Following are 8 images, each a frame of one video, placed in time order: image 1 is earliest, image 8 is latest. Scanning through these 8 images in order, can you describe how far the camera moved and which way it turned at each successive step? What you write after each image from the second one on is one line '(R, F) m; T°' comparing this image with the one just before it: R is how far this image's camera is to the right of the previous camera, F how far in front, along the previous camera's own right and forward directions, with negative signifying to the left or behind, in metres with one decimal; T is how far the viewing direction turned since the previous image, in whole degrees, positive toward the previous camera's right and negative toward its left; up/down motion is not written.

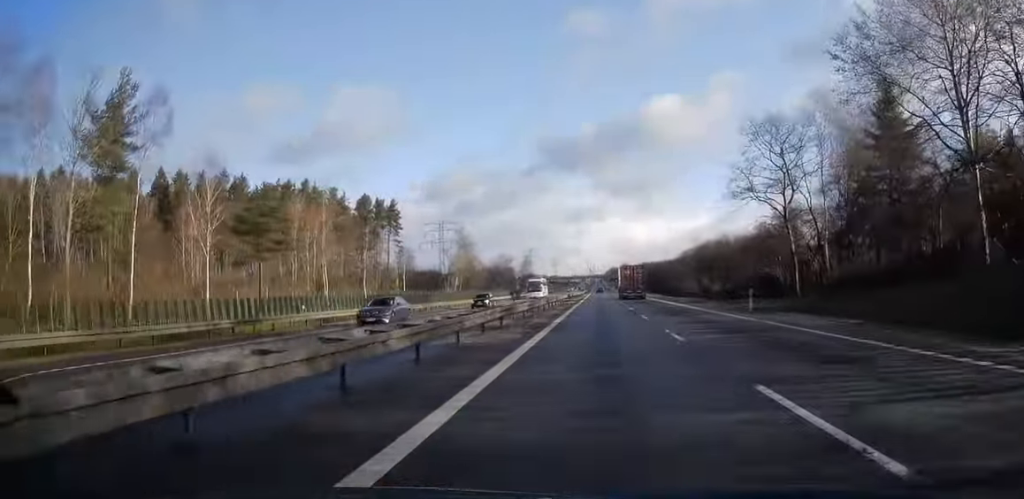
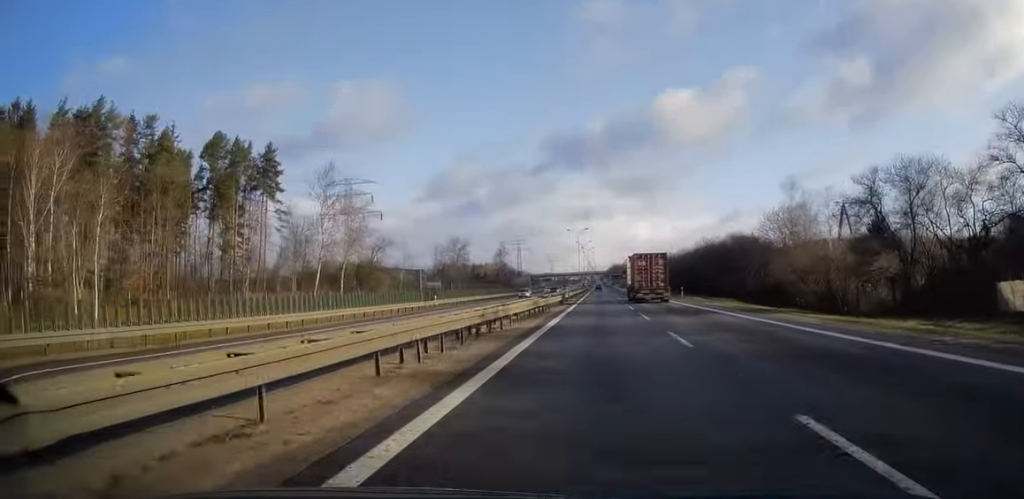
(-0.2, +74.2) m; 0°
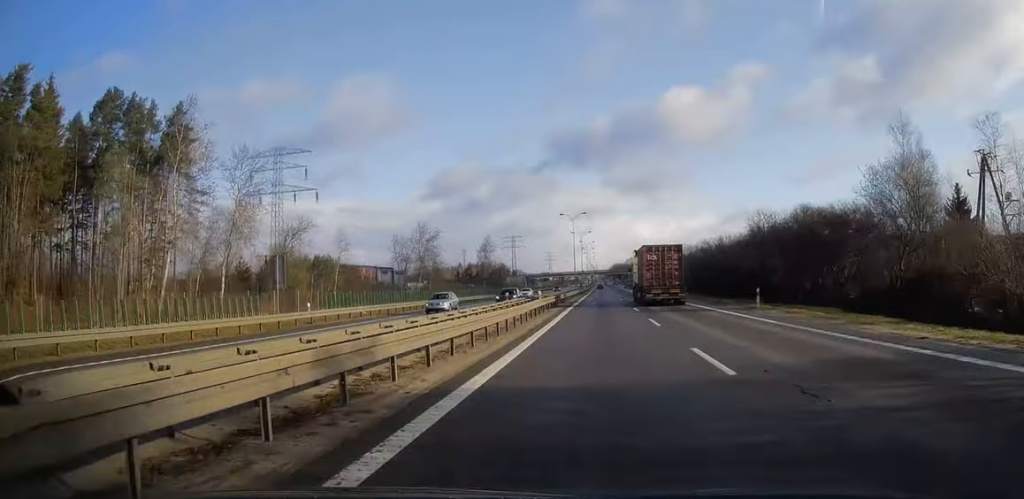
(+0.1, +28.9) m; 0°
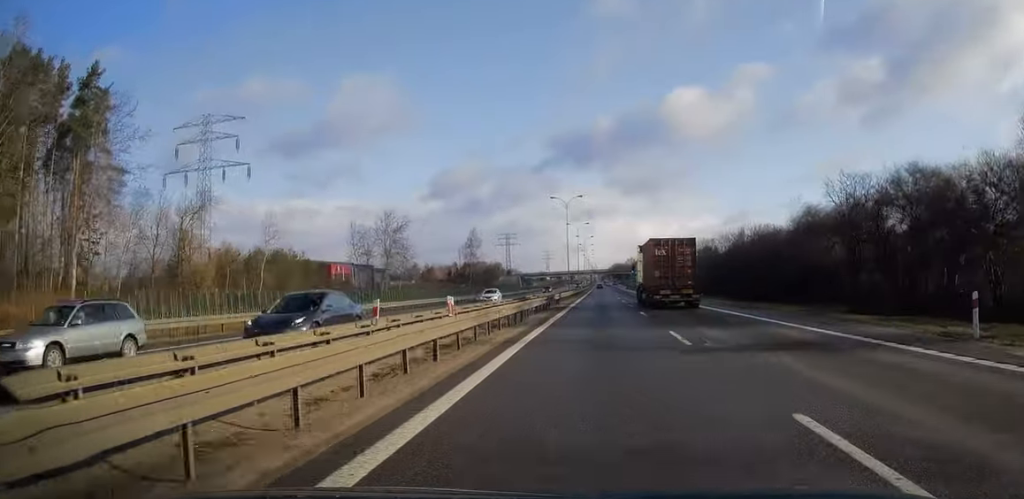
(0.0, +19.4) m; 0°
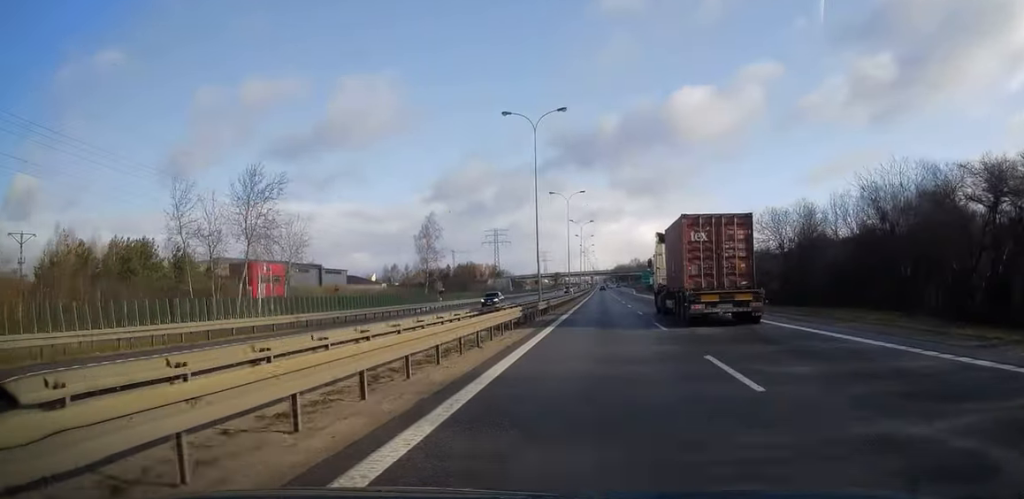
(0.0, +42.1) m; 0°
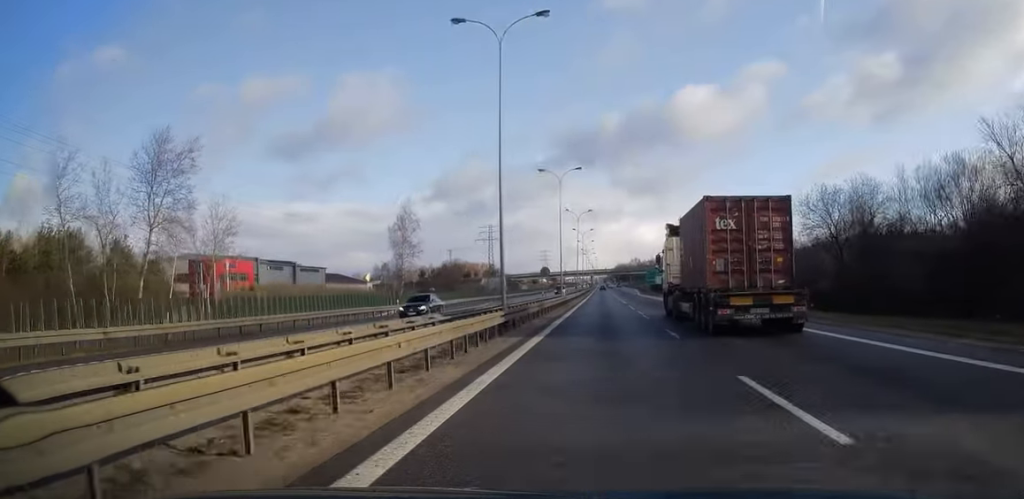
(0.0, +14.9) m; 0°
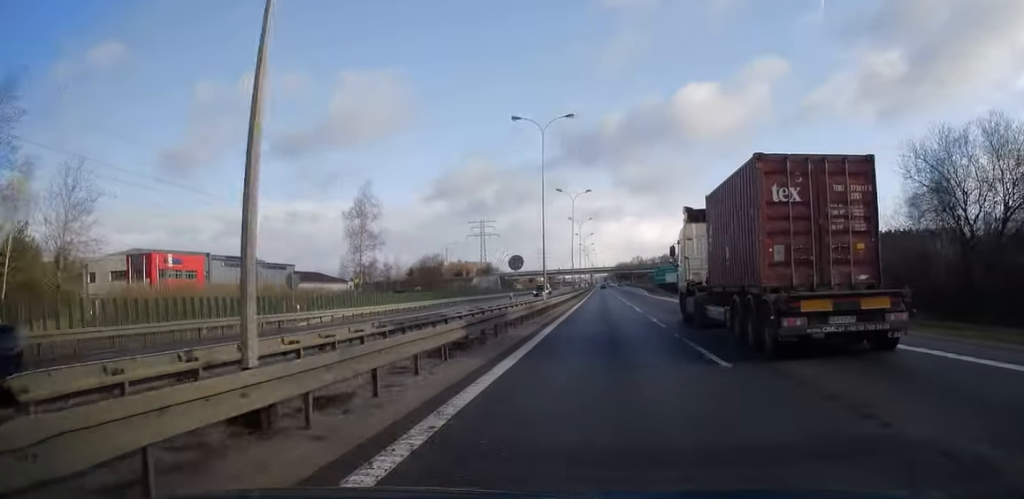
(0.0, +18.9) m; 0°
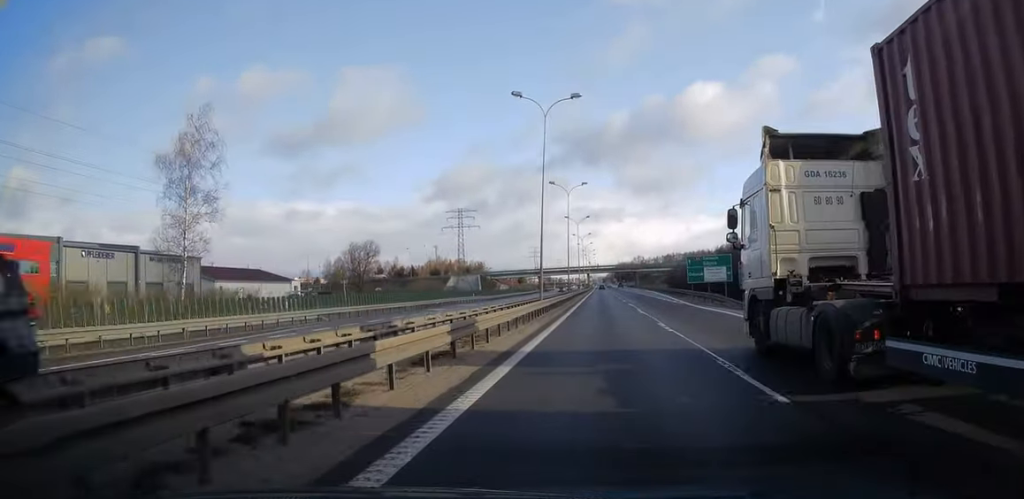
(0.0, +39.3) m; 0°
